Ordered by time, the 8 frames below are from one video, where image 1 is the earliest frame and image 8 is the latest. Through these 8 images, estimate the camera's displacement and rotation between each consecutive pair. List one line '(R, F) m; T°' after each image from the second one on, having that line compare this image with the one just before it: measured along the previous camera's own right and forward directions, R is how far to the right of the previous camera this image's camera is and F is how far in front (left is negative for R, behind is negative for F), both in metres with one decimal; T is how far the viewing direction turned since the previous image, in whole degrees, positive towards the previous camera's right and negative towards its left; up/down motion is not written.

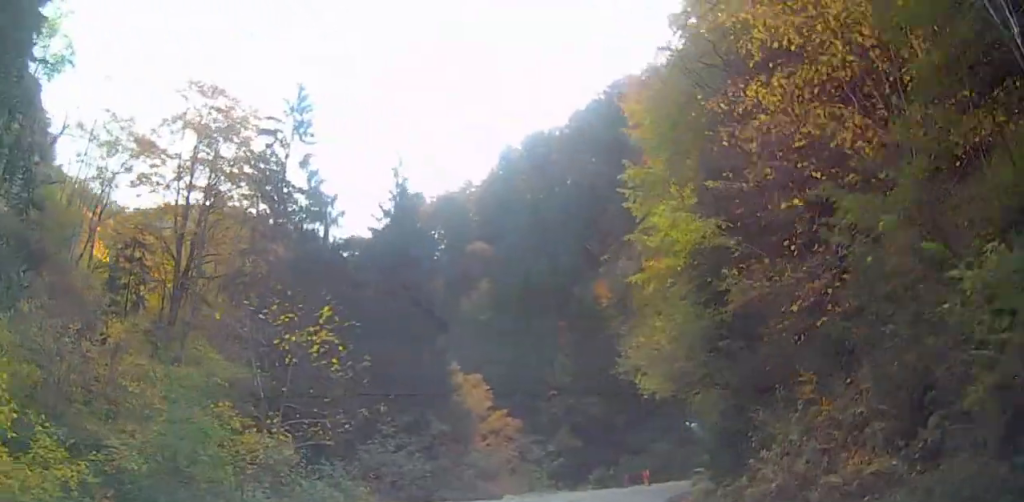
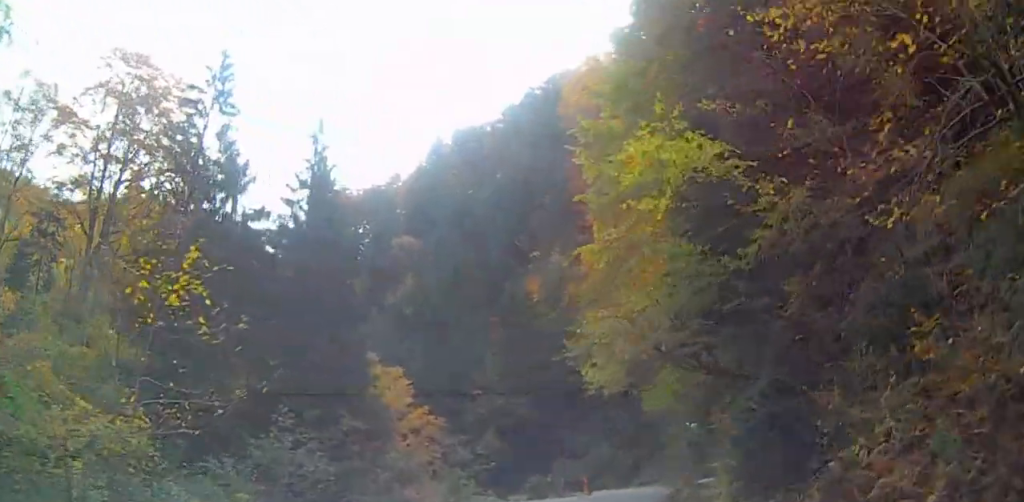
(0.0, +5.1) m; +6°
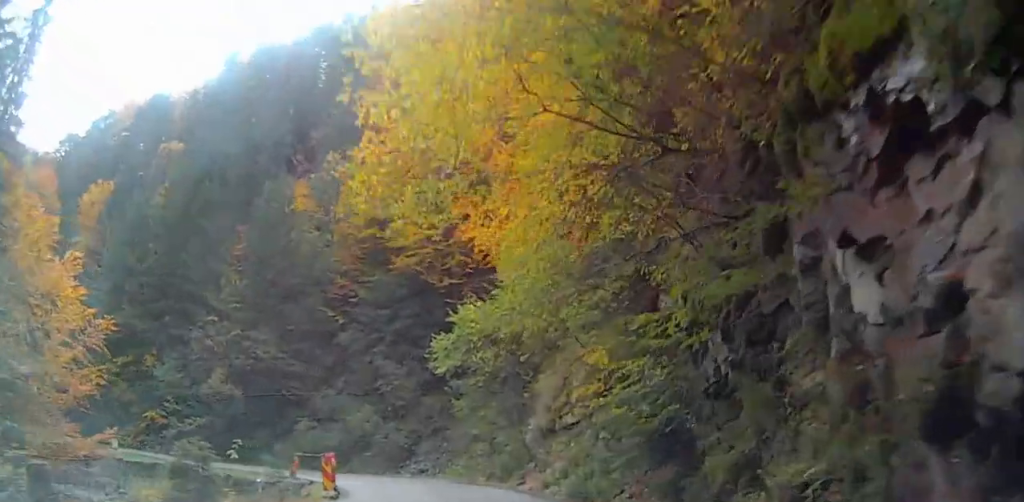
(+5.4, +19.6) m; +25°
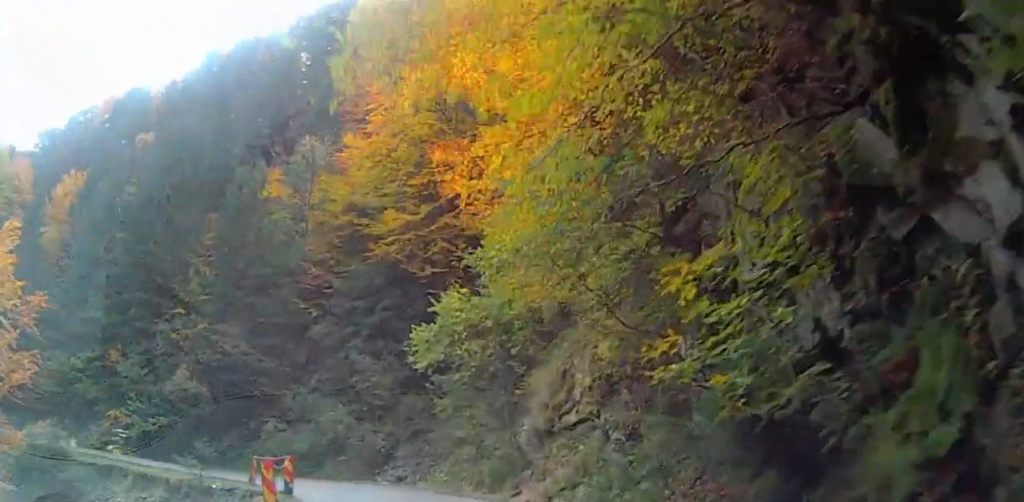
(-0.1, +4.4) m; -2°
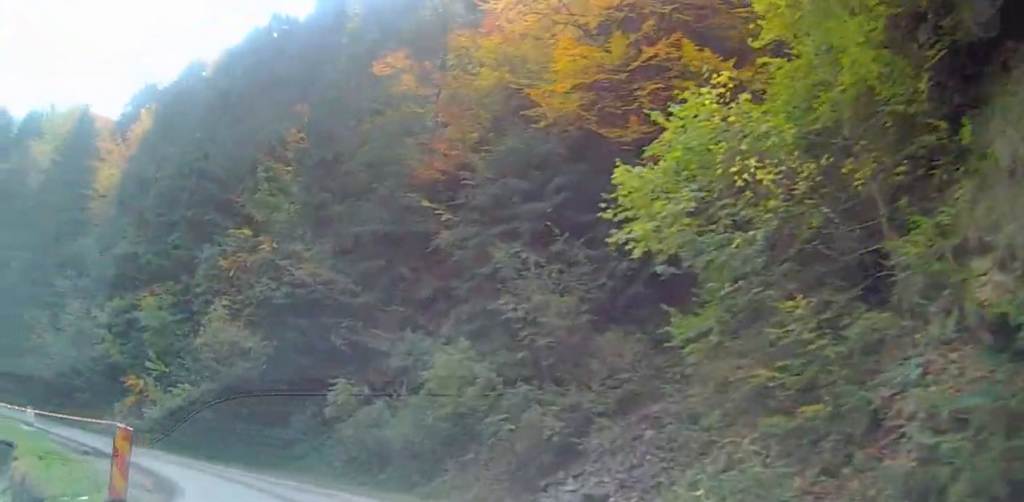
(-0.4, +21.0) m; 0°
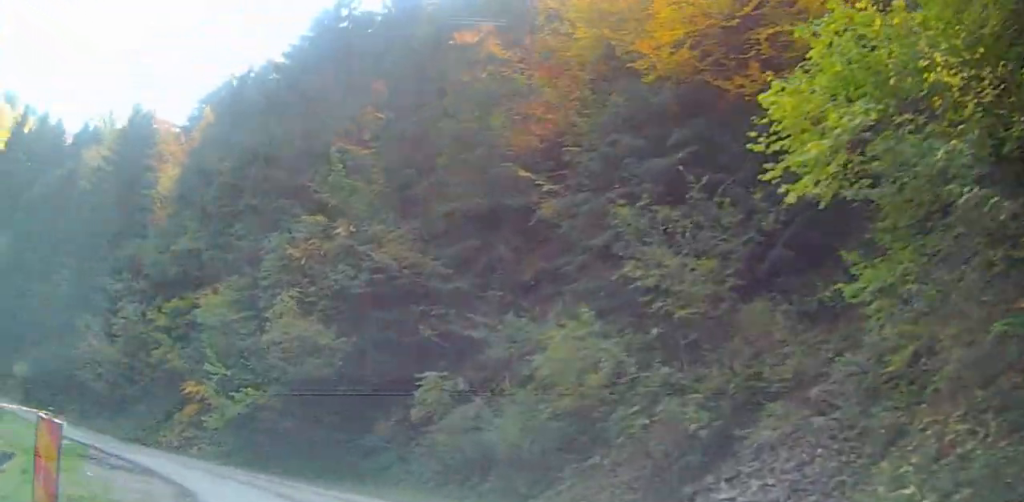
(+0.4, +4.3) m; 0°
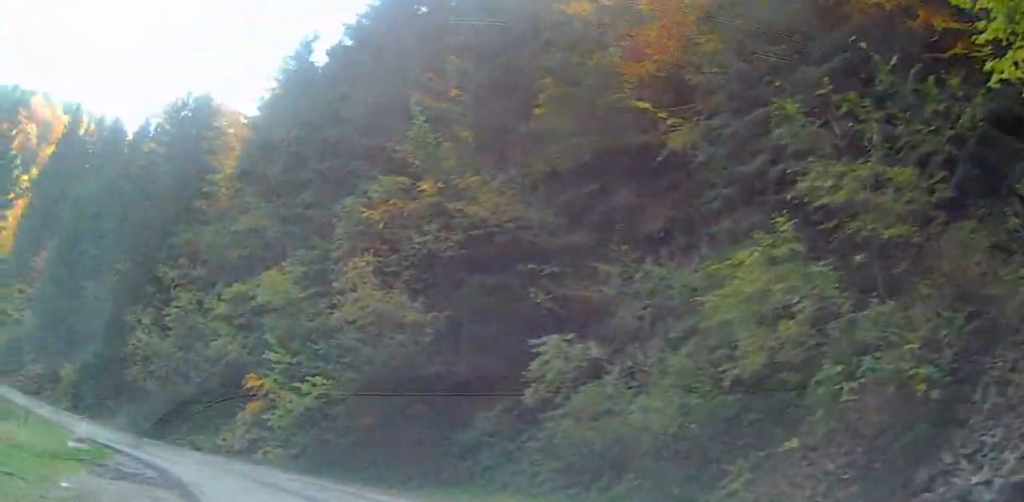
(-0.6, +5.3) m; -6°
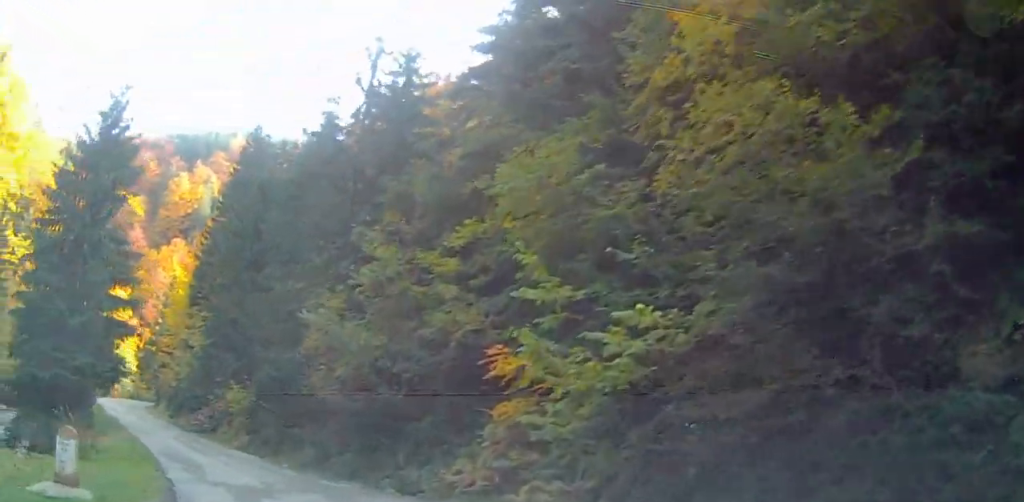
(-1.5, +13.4) m; -30°
